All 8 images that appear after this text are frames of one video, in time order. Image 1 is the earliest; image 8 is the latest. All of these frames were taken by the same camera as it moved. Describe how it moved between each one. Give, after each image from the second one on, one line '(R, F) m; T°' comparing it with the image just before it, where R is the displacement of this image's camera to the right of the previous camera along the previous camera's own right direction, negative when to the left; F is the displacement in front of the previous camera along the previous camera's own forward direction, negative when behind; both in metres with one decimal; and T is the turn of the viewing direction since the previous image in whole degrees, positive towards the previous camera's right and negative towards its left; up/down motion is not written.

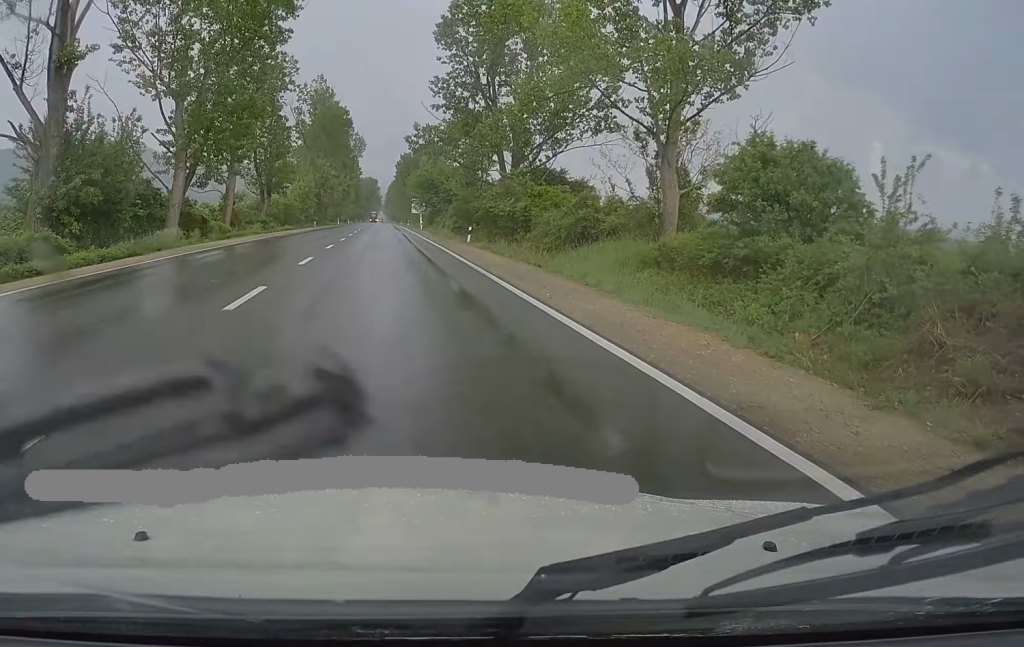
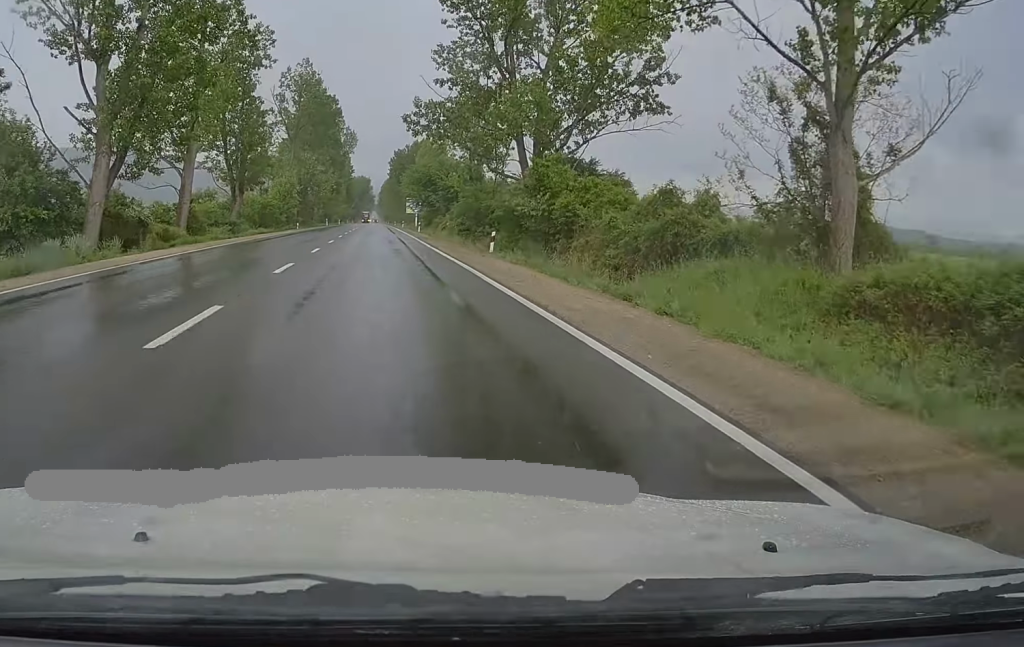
(0.0, +11.7) m; 0°
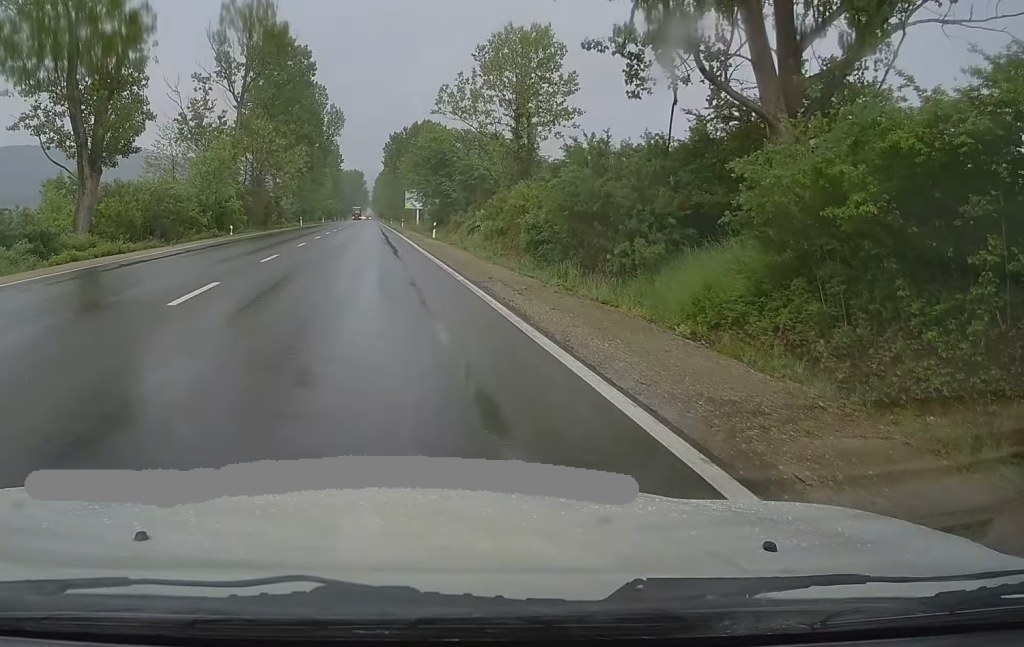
(+0.1, +32.8) m; +1°
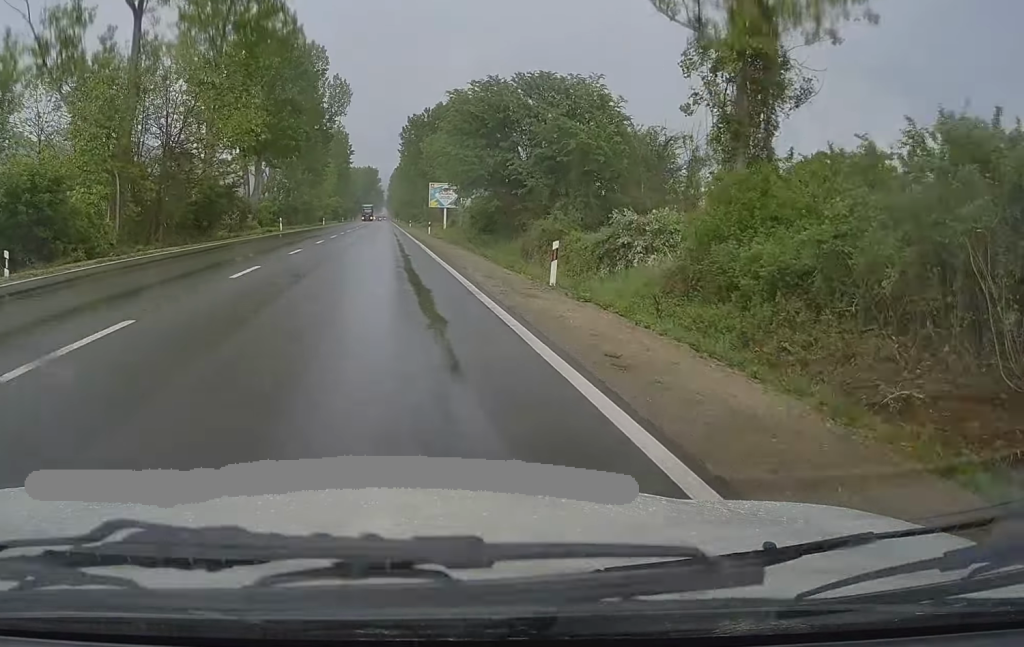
(+0.2, +31.2) m; -1°
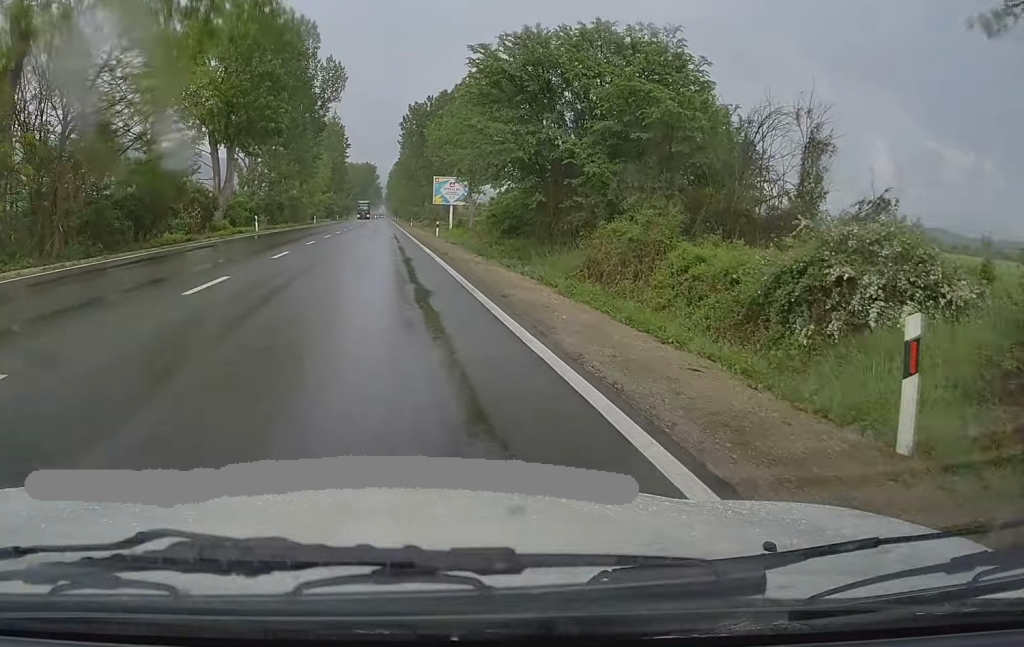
(-0.2, +12.0) m; -1°
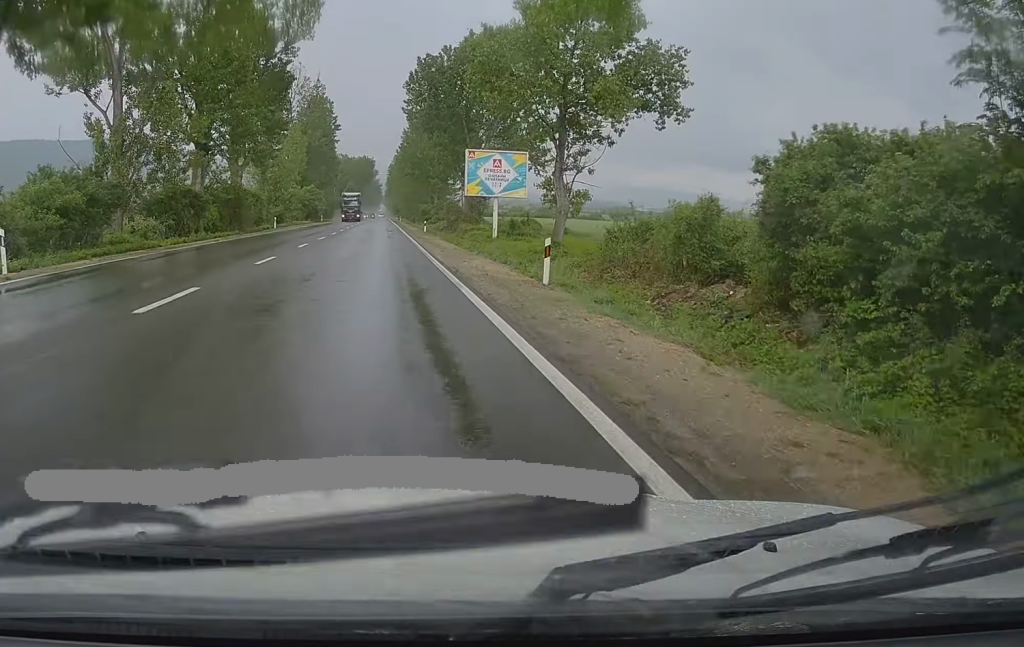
(0.0, +37.5) m; +1°
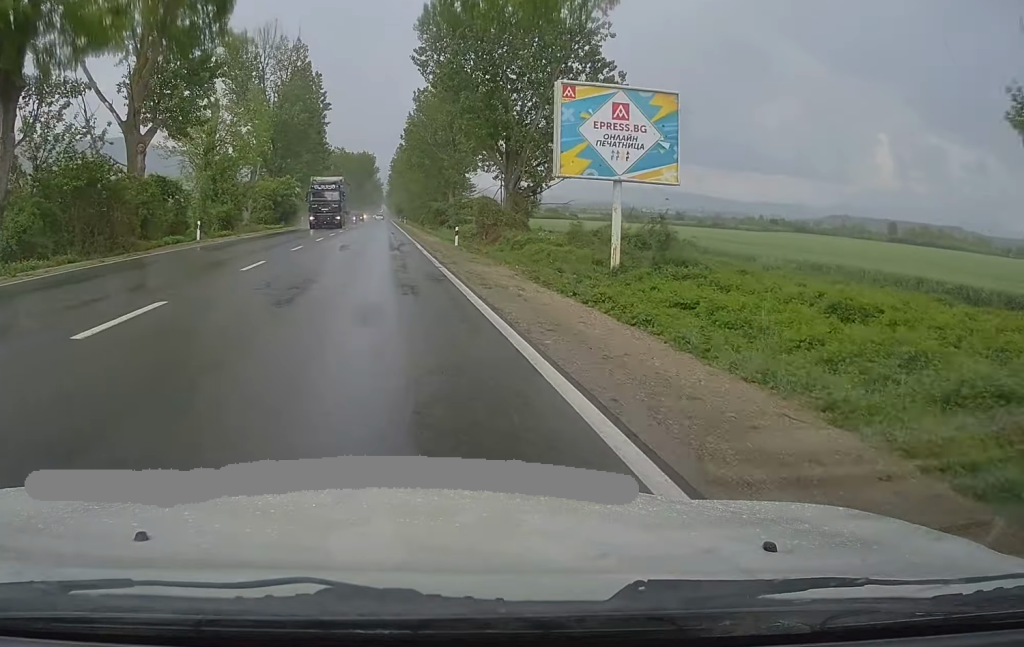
(+0.2, +28.5) m; -1°
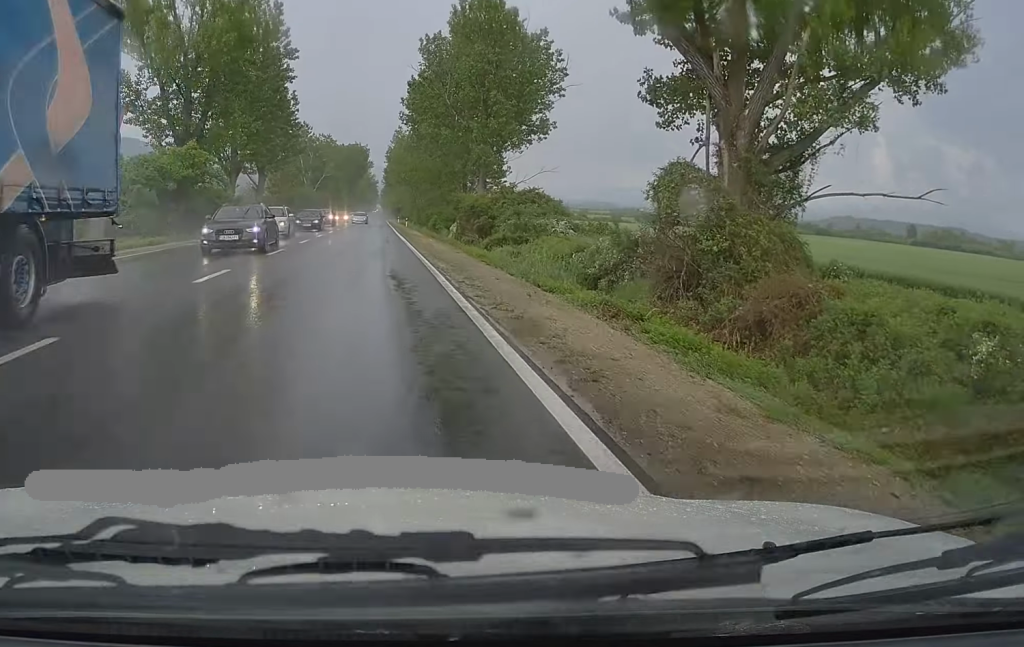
(-0.6, +38.6) m; 0°
